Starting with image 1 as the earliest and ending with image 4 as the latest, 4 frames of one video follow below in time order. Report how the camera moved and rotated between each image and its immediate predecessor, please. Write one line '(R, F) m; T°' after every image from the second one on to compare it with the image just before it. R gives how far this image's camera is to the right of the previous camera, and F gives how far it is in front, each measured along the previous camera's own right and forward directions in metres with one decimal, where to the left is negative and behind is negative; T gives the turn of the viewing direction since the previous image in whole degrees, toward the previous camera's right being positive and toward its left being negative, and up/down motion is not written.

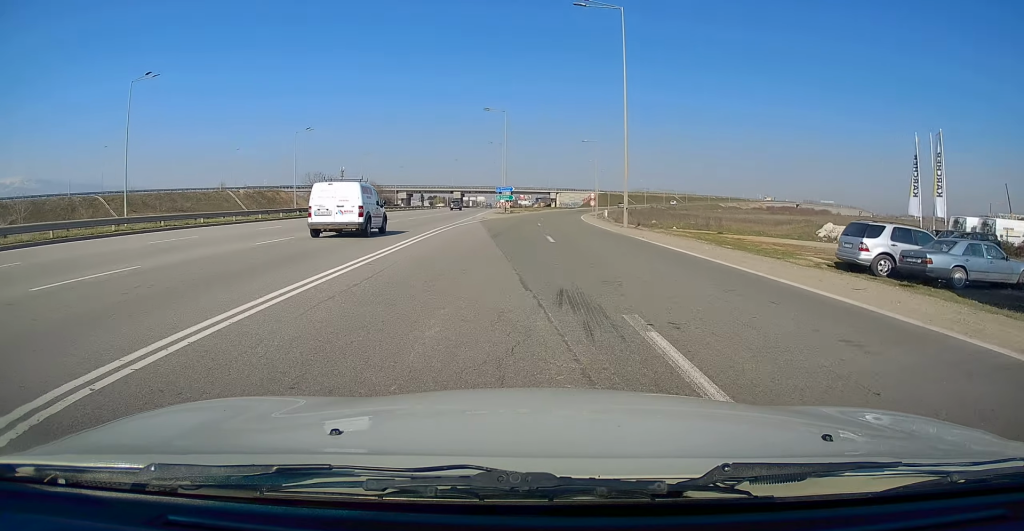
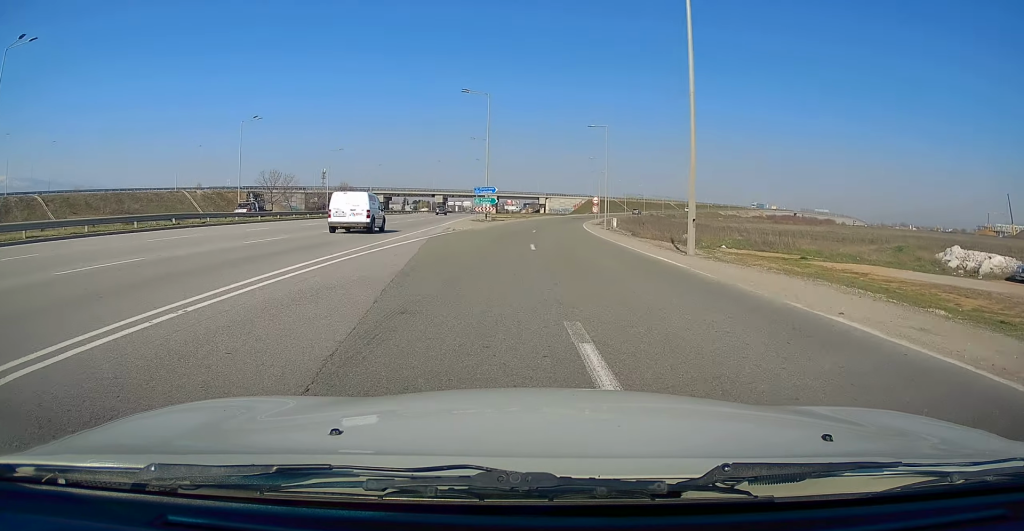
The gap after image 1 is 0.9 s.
(+0.3, +16.2) m; +1°
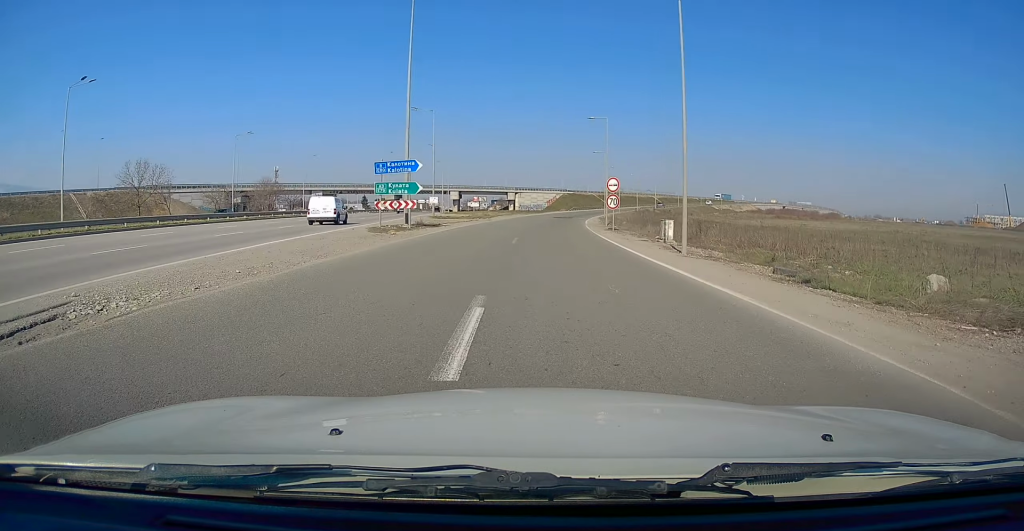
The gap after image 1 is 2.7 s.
(+0.3, +30.2) m; +1°
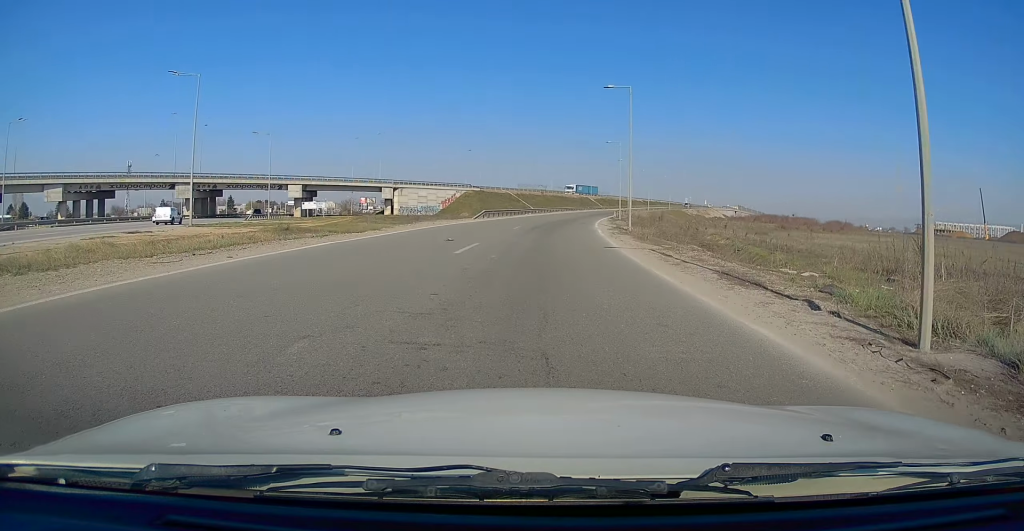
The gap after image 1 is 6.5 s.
(+4.5, +68.9) m; +8°
